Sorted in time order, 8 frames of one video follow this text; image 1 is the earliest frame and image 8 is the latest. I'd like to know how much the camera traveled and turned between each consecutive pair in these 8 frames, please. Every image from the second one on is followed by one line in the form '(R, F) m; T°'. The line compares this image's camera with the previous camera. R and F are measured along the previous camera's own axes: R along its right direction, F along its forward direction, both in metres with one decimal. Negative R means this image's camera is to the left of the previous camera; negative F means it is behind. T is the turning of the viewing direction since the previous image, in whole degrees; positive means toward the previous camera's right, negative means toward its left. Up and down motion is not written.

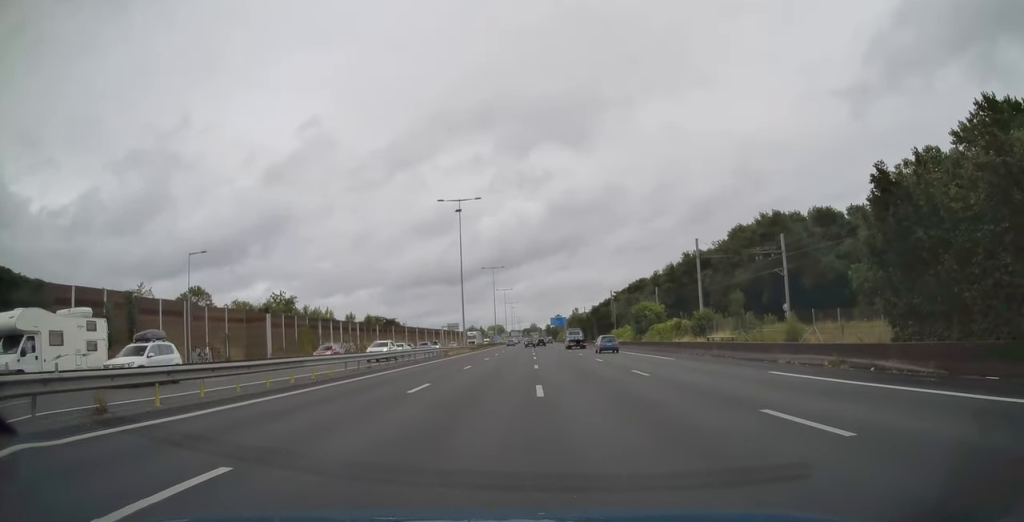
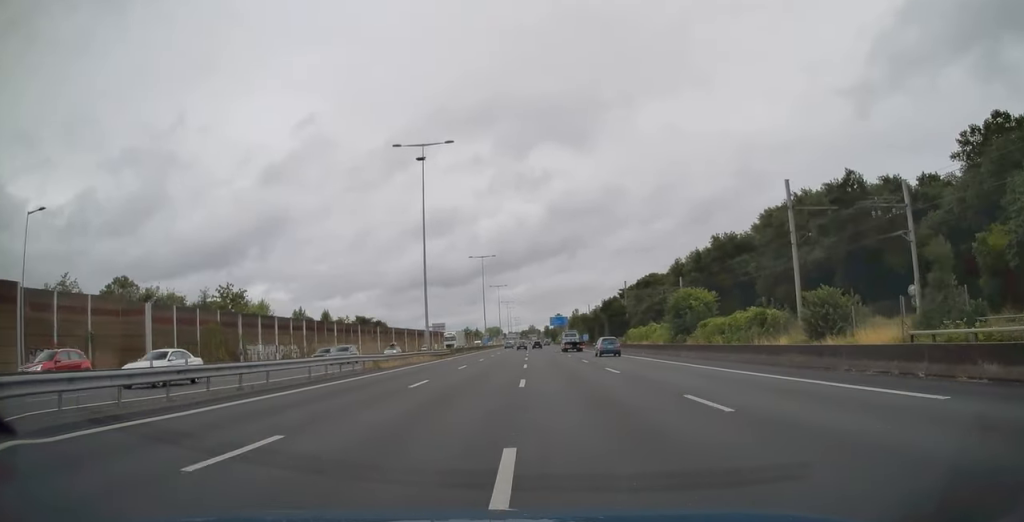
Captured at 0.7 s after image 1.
(0.0, +22.8) m; +1°
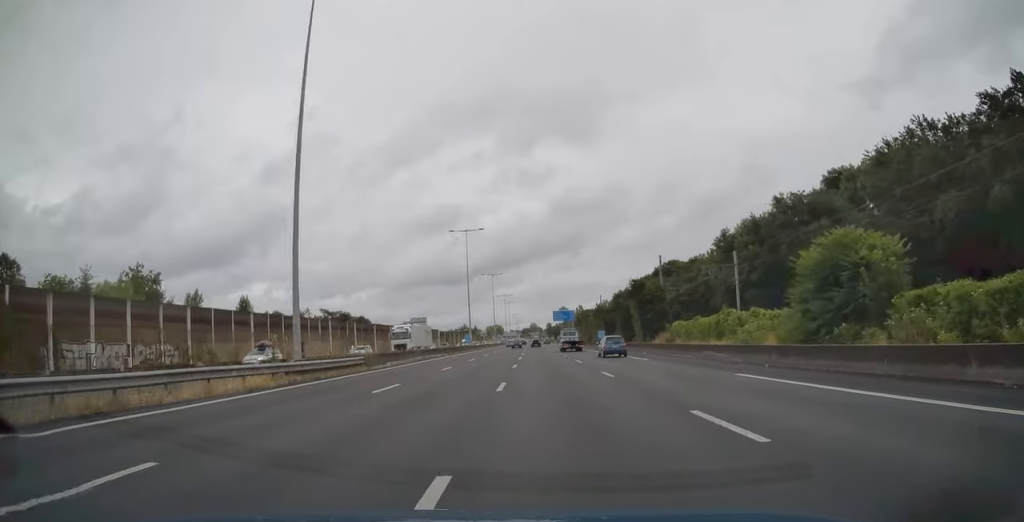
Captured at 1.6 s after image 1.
(+0.3, +27.9) m; 0°
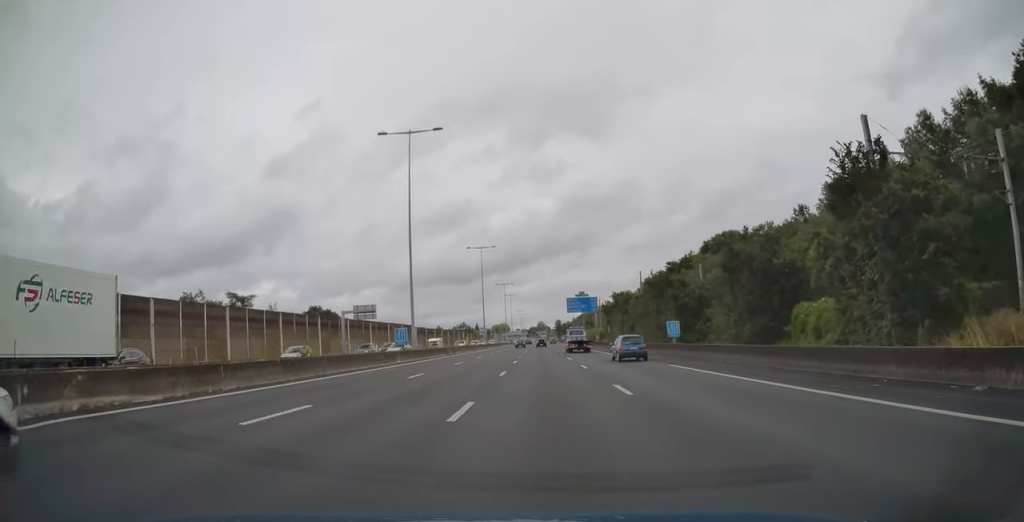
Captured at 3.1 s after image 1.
(-0.2, +45.4) m; 0°
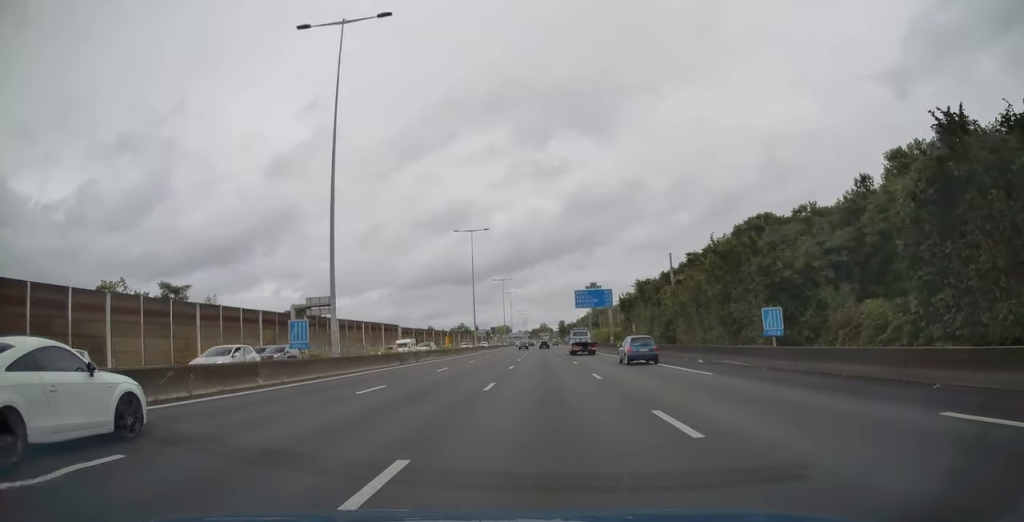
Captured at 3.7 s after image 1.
(+0.2, +19.1) m; 0°
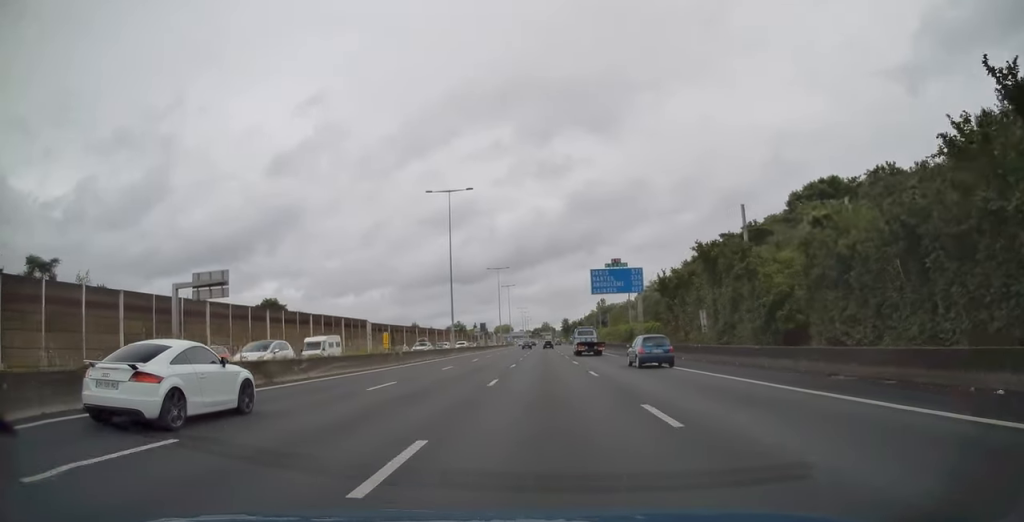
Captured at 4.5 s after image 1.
(-0.3, +24.7) m; 0°
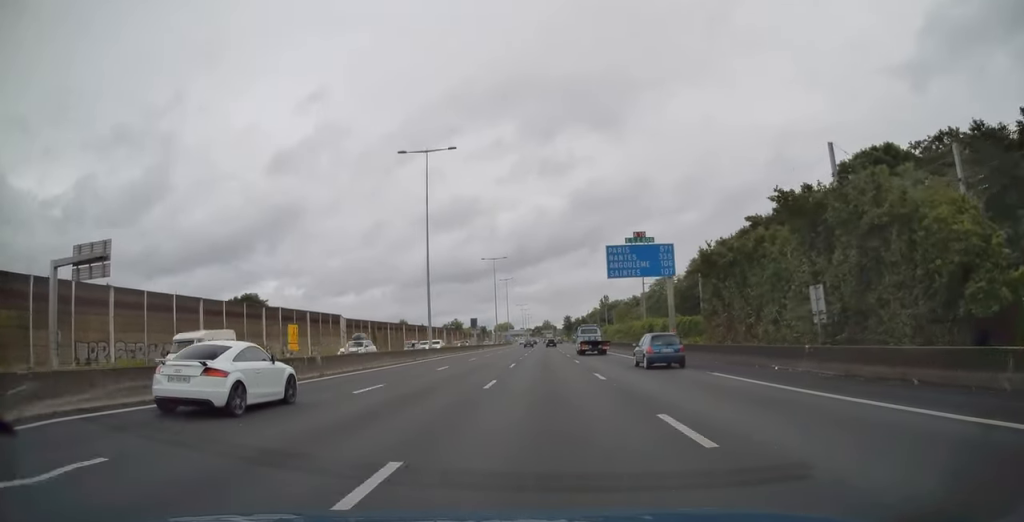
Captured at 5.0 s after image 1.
(0.0, +14.4) m; 0°
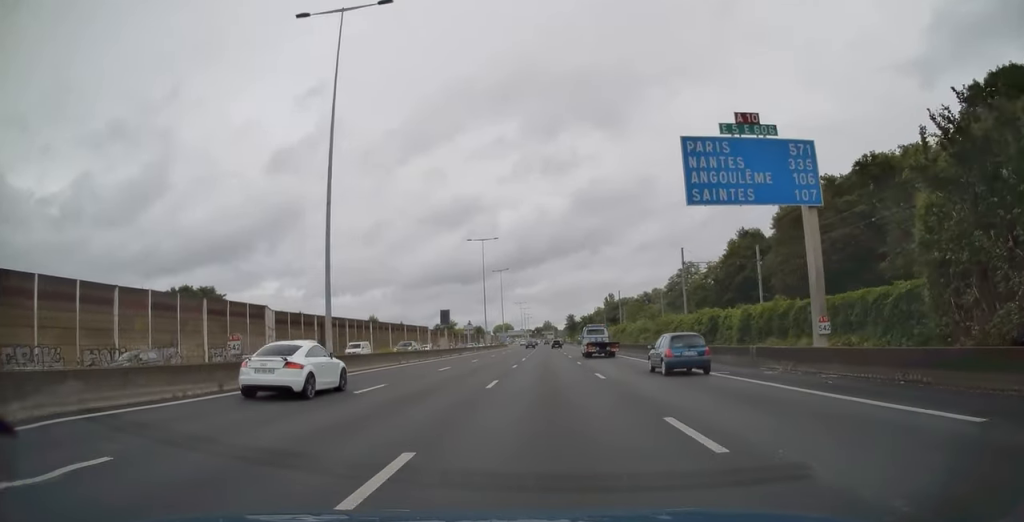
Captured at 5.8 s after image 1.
(+0.1, +25.7) m; 0°
